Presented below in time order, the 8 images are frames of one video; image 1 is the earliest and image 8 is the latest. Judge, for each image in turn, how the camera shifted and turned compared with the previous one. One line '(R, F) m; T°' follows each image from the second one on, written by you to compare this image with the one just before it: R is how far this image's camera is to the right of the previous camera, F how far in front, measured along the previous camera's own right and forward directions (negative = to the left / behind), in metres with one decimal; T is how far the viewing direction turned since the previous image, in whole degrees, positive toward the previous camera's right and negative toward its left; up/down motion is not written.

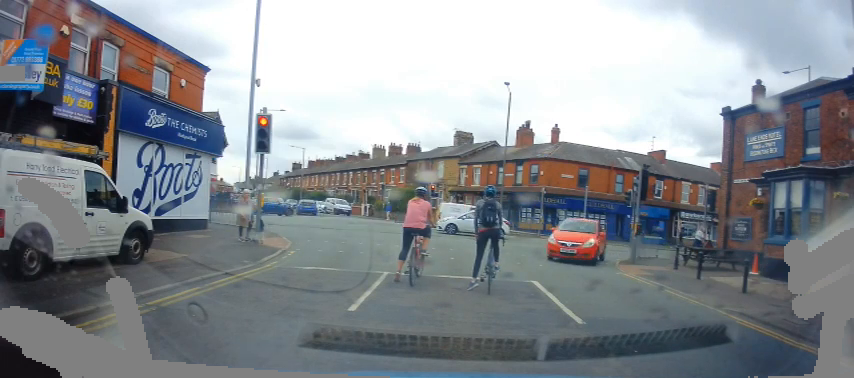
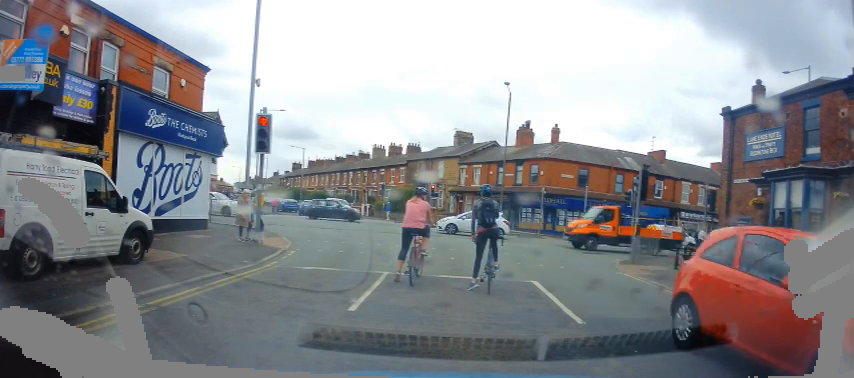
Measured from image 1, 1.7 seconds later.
(0.0, 0.0) m; 0°
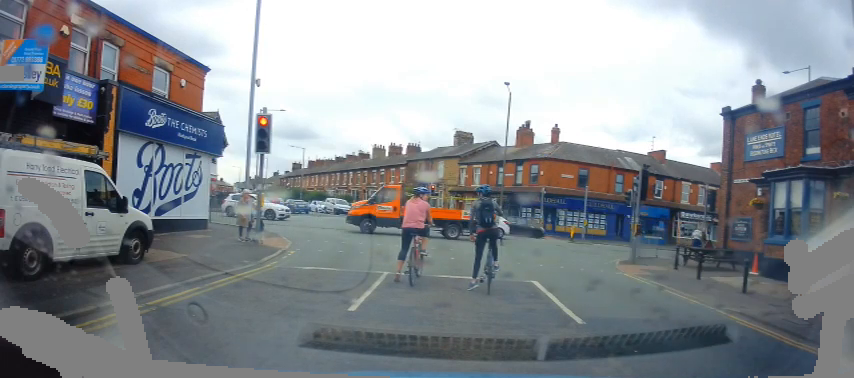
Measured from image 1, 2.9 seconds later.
(0.0, 0.0) m; 0°
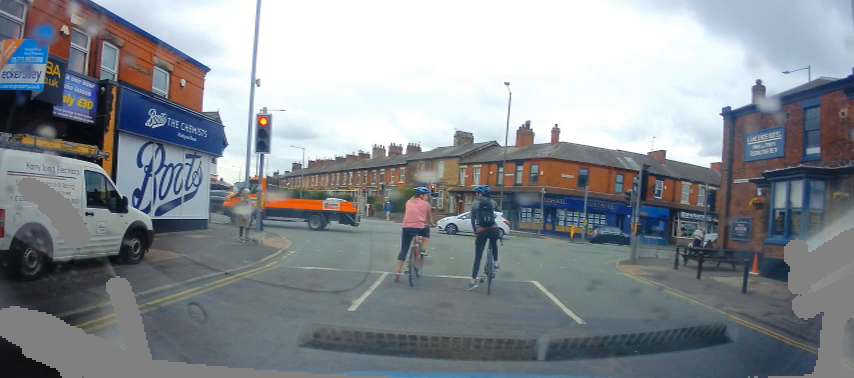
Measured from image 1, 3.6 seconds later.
(0.0, 0.0) m; 0°
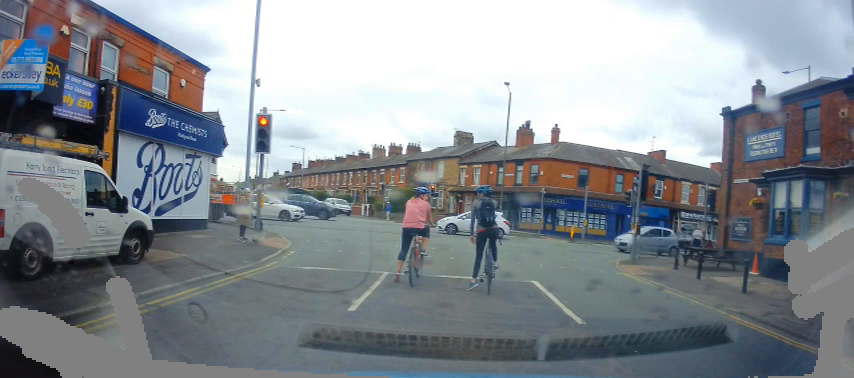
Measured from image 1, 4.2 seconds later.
(0.0, 0.0) m; 0°
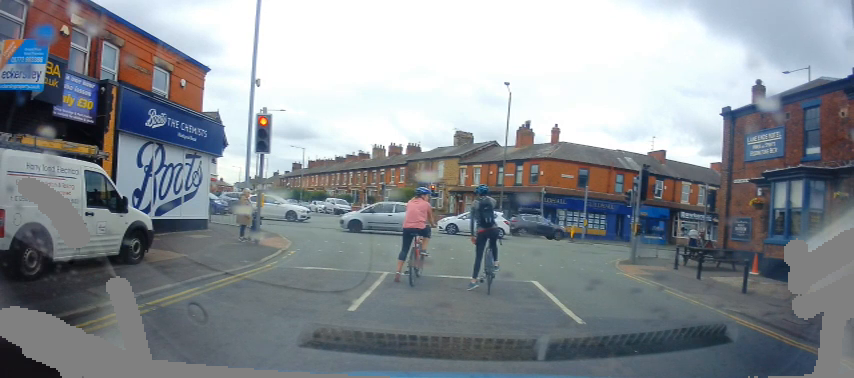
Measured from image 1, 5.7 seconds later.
(0.0, 0.0) m; 0°
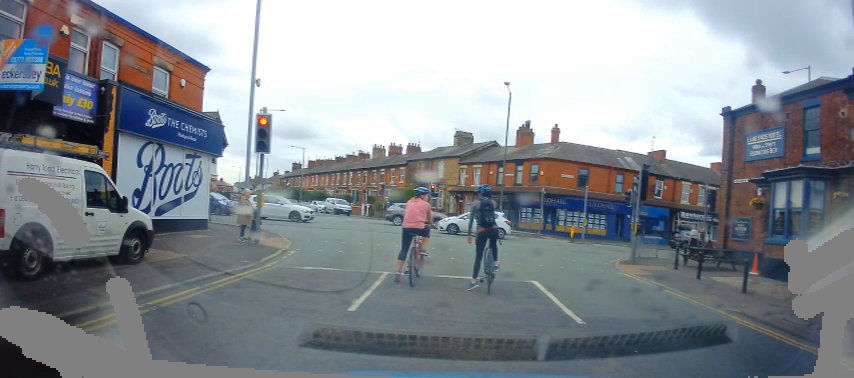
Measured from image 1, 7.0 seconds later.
(0.0, 0.0) m; 0°
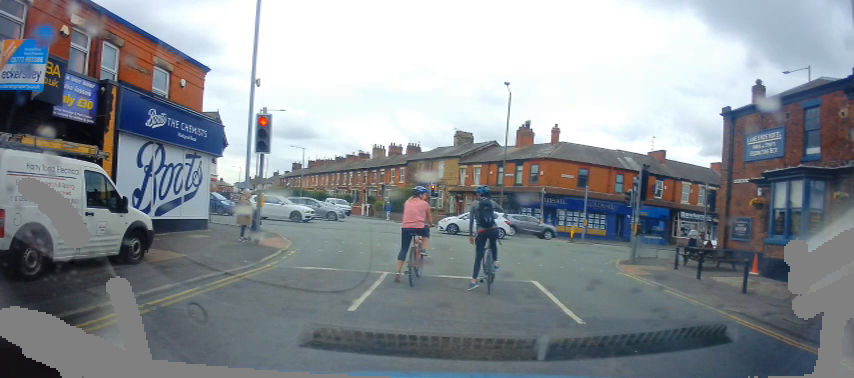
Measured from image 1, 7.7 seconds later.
(0.0, 0.0) m; 0°
